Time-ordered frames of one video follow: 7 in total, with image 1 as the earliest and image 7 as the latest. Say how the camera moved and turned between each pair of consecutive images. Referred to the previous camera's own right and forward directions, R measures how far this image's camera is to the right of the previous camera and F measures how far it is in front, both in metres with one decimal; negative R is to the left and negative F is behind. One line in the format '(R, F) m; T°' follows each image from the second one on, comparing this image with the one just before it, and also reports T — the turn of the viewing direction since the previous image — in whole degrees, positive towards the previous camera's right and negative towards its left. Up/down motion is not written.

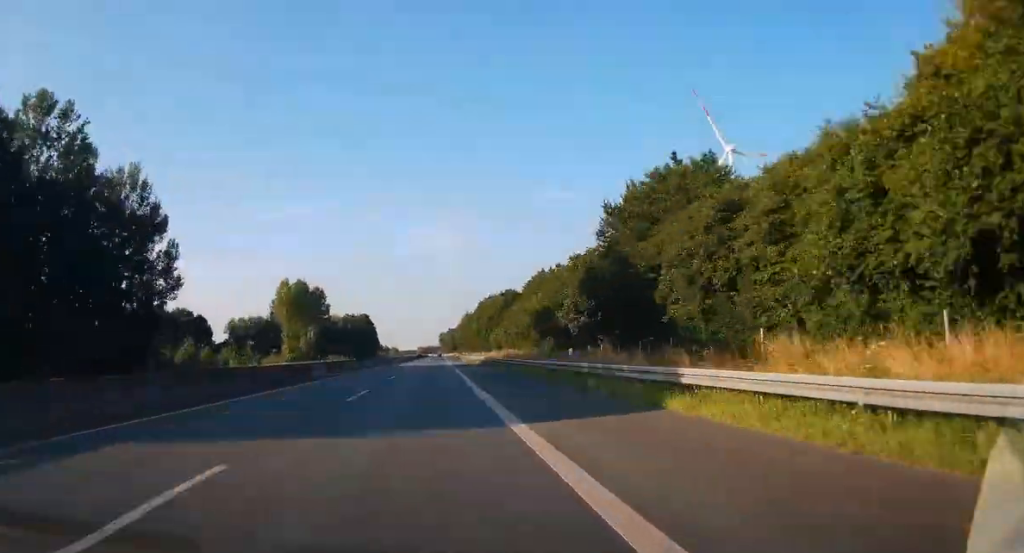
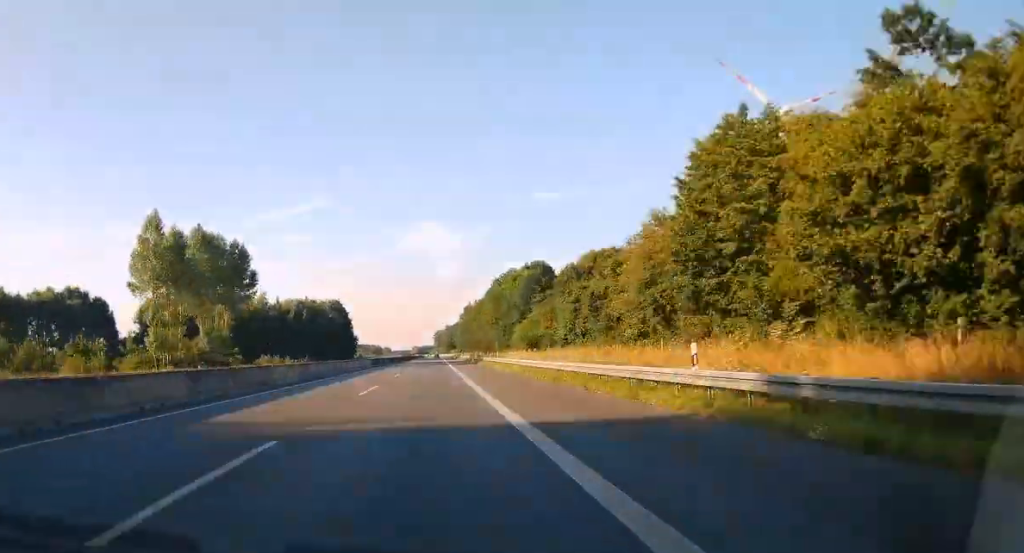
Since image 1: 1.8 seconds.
(+0.3, +69.9) m; 0°
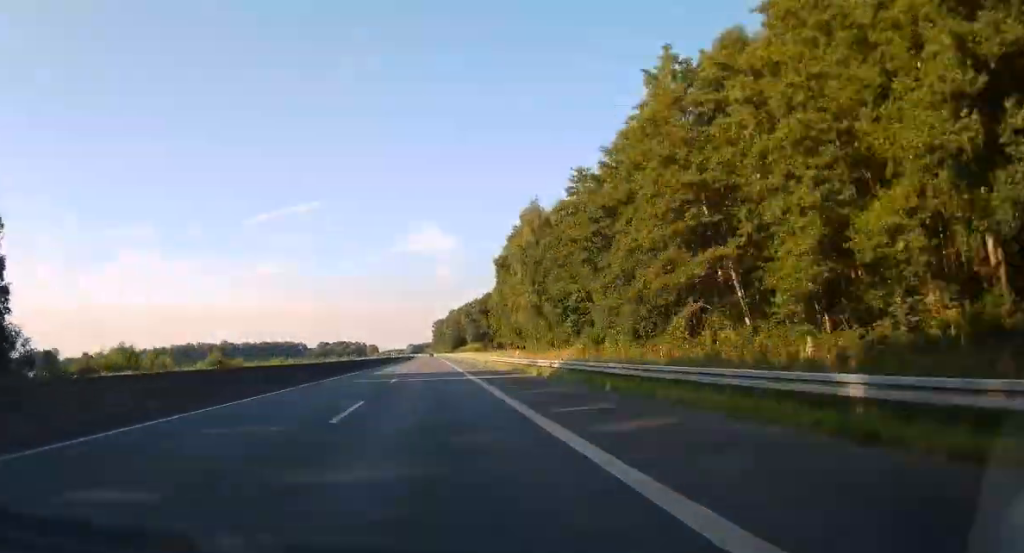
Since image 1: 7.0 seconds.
(+0.7, +210.9) m; 0°
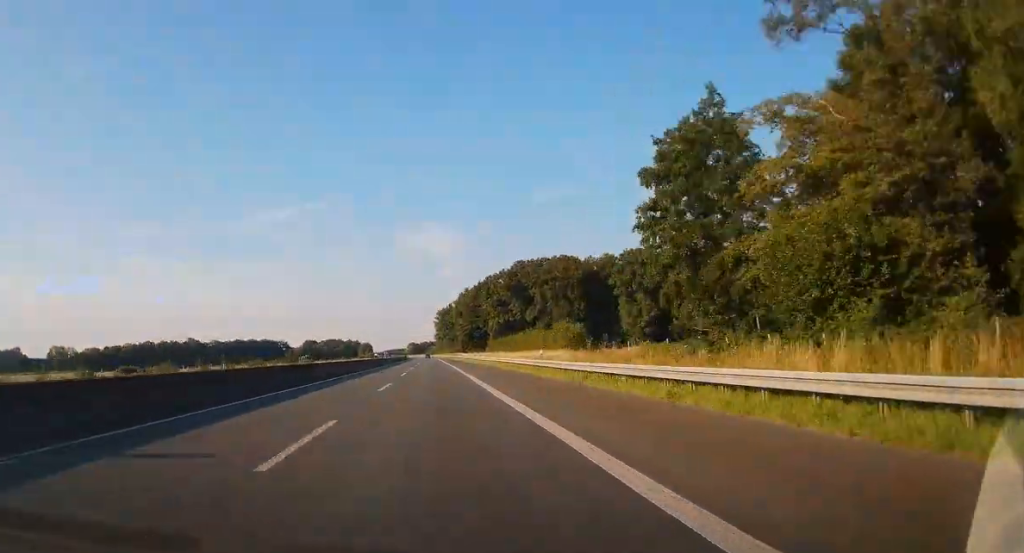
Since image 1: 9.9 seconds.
(-0.4, +121.2) m; 0°
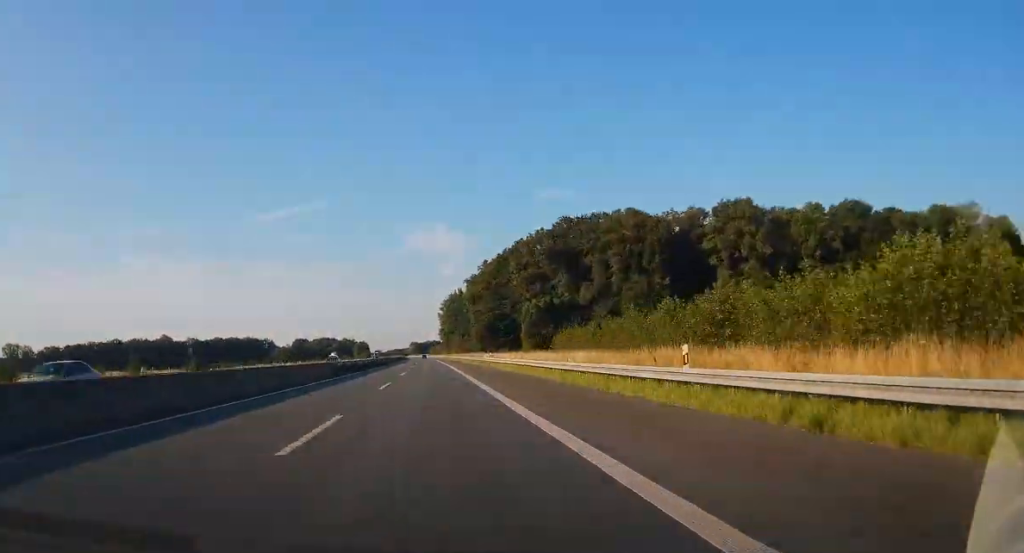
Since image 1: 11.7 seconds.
(-0.1, +69.4) m; 0°
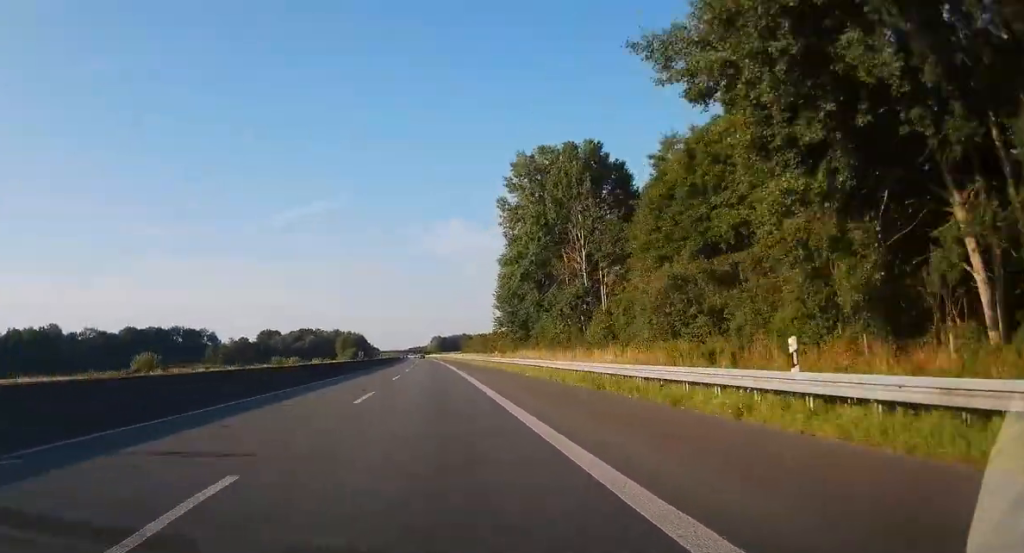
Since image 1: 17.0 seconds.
(-3.3, +194.6) m; -2°
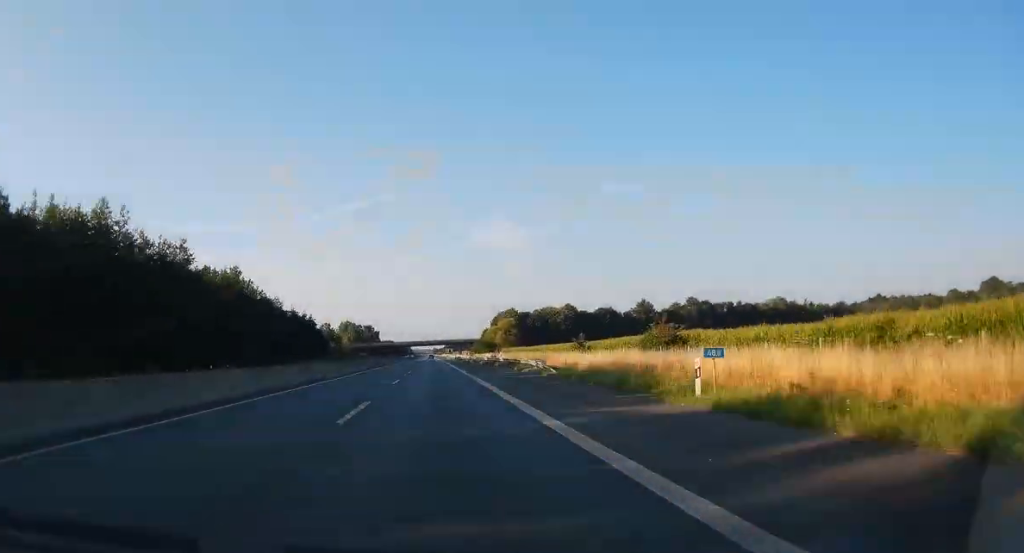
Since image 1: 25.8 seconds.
(-9.4, +352.7) m; -3°
